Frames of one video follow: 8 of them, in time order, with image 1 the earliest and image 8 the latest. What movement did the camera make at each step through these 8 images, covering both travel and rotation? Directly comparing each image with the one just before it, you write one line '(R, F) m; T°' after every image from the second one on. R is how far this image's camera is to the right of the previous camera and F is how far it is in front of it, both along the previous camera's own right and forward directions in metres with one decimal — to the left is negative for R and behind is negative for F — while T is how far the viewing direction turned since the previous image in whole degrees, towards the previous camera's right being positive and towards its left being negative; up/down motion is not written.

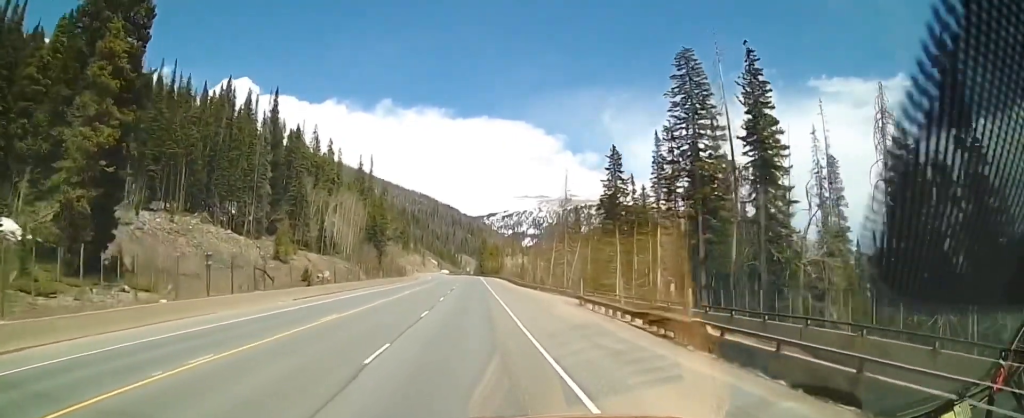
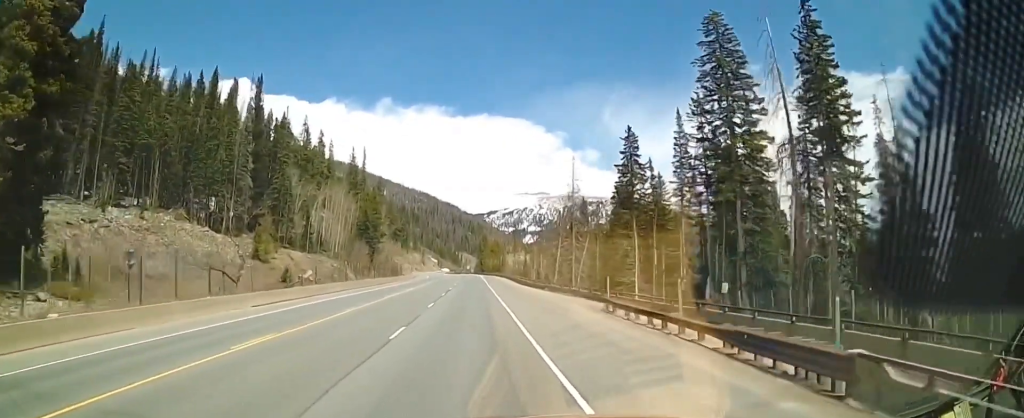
(+0.1, +8.0) m; +1°
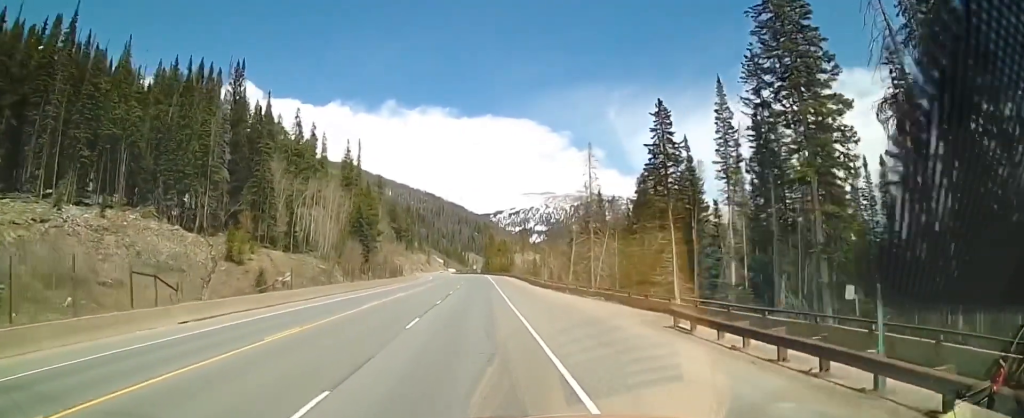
(+0.3, +9.8) m; -1°
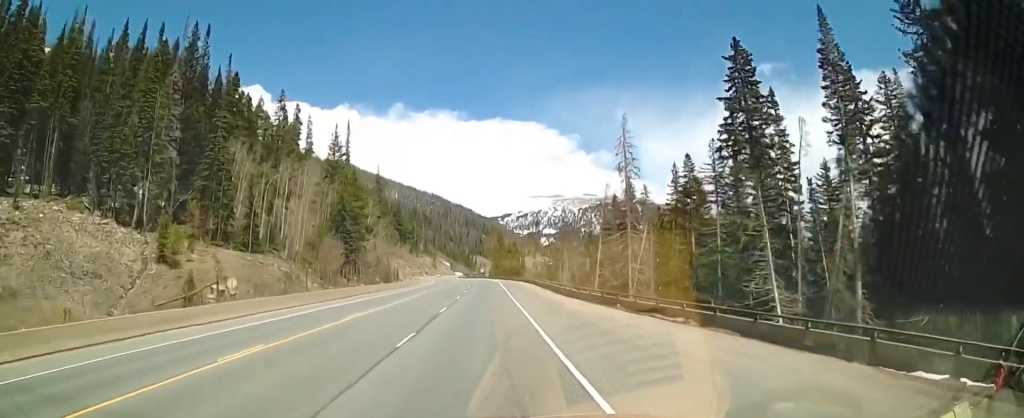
(-0.6, +16.1) m; -1°
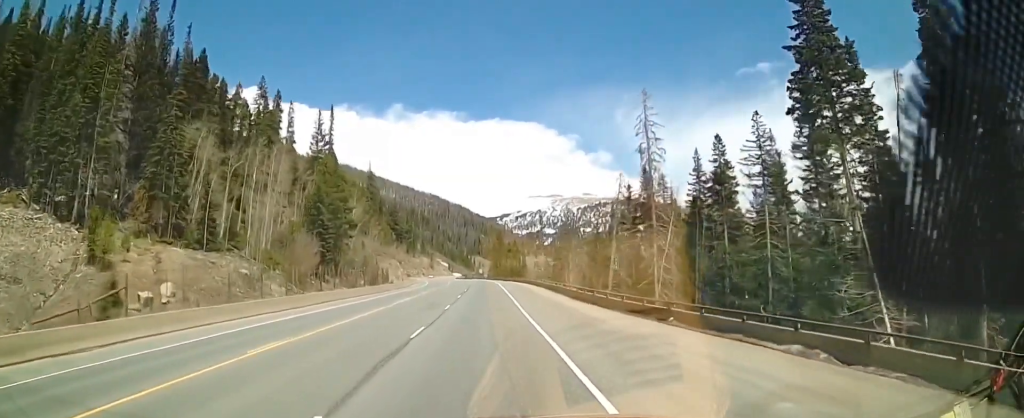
(+0.1, +9.8) m; +2°
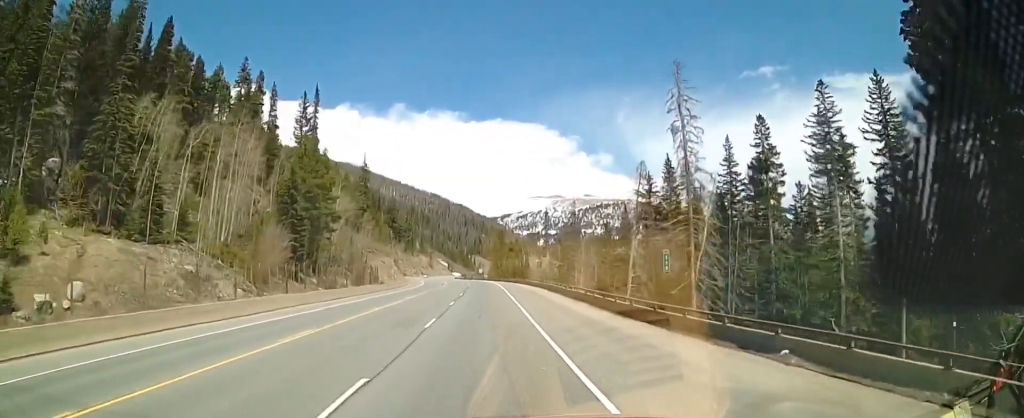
(+0.3, +9.2) m; 0°
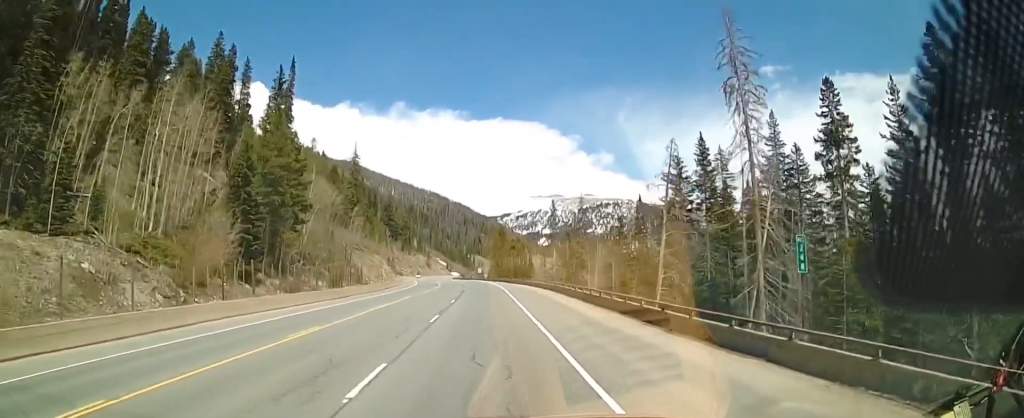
(-0.3, +10.9) m; -2°
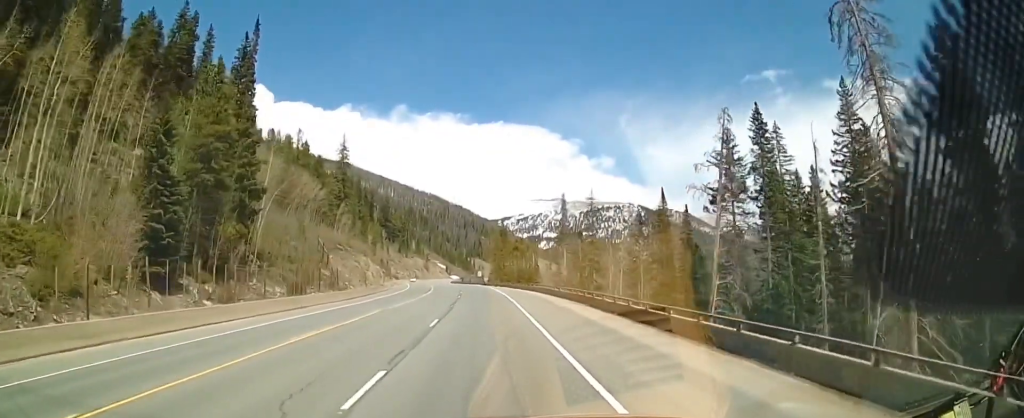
(-0.1, +12.5) m; 0°
